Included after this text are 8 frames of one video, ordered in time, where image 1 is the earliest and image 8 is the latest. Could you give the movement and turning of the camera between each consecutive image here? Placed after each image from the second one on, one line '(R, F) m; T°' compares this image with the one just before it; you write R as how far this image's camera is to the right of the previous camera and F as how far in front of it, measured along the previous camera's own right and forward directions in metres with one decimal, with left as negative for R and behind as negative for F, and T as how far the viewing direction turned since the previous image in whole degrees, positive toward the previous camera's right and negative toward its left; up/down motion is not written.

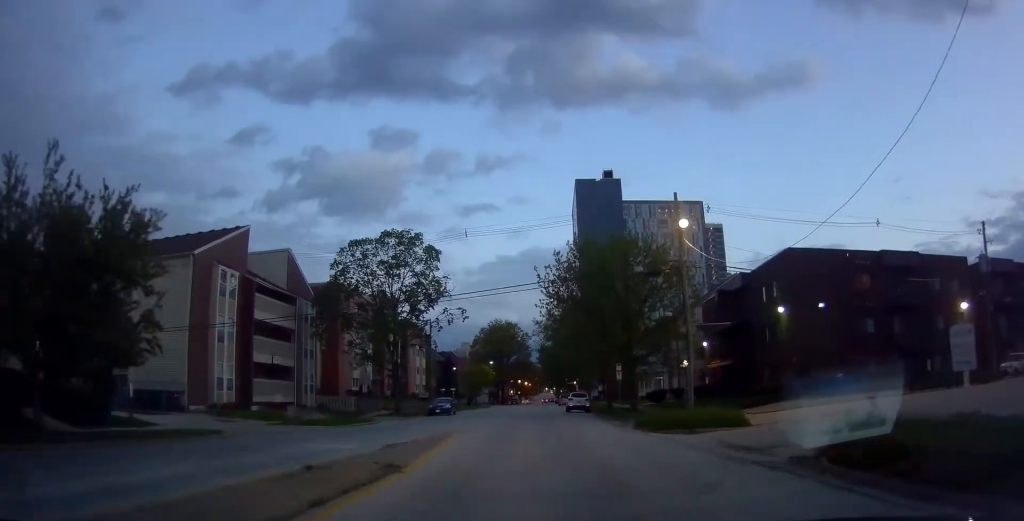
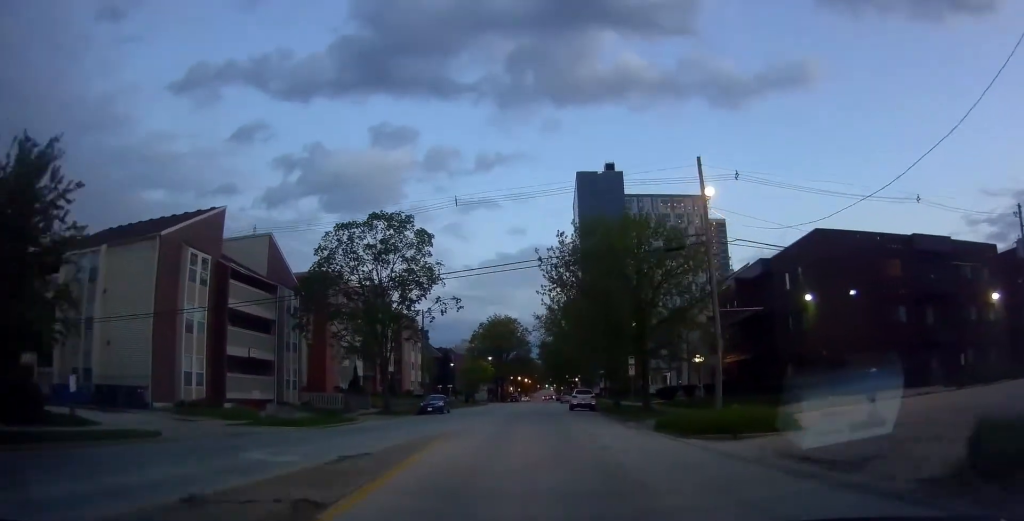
(+0.1, +4.1) m; +1°
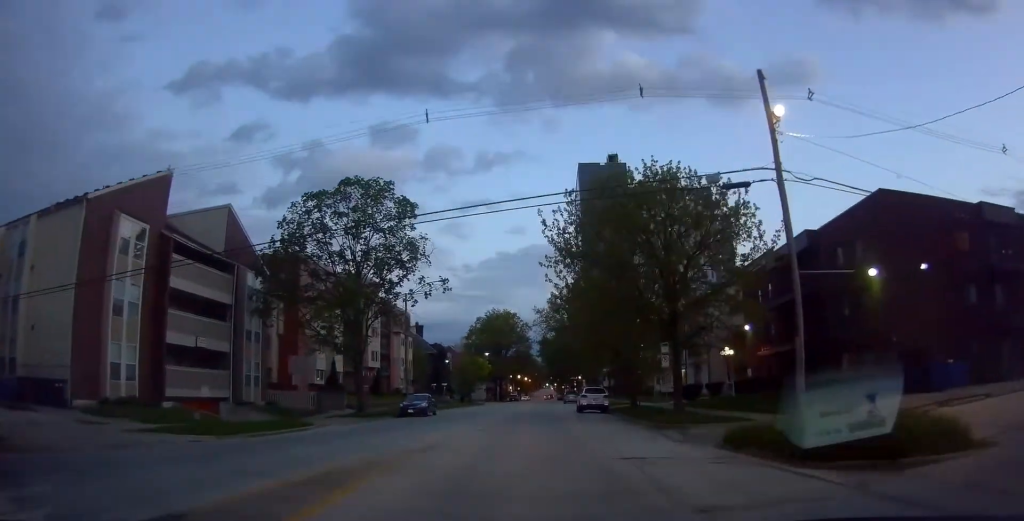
(0.0, +7.5) m; -3°
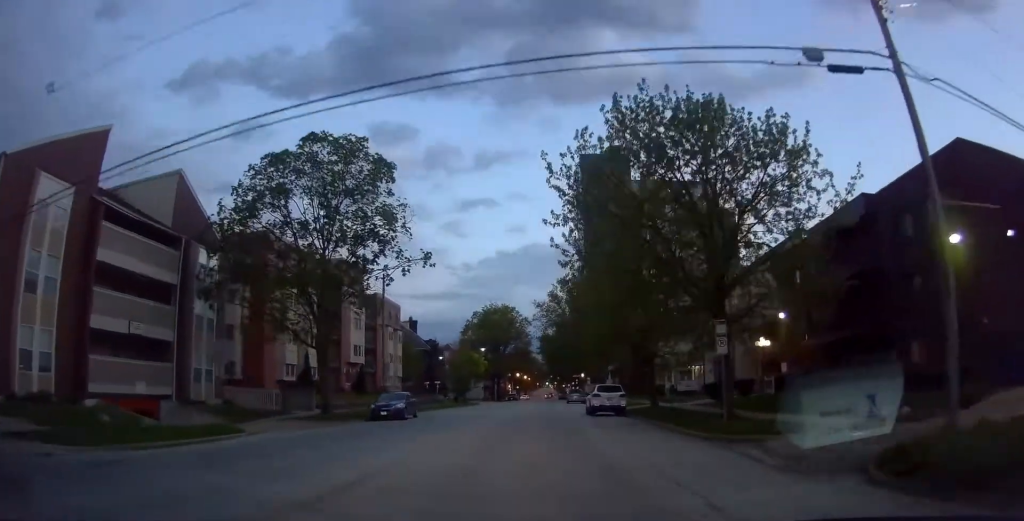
(-0.1, +6.6) m; -2°
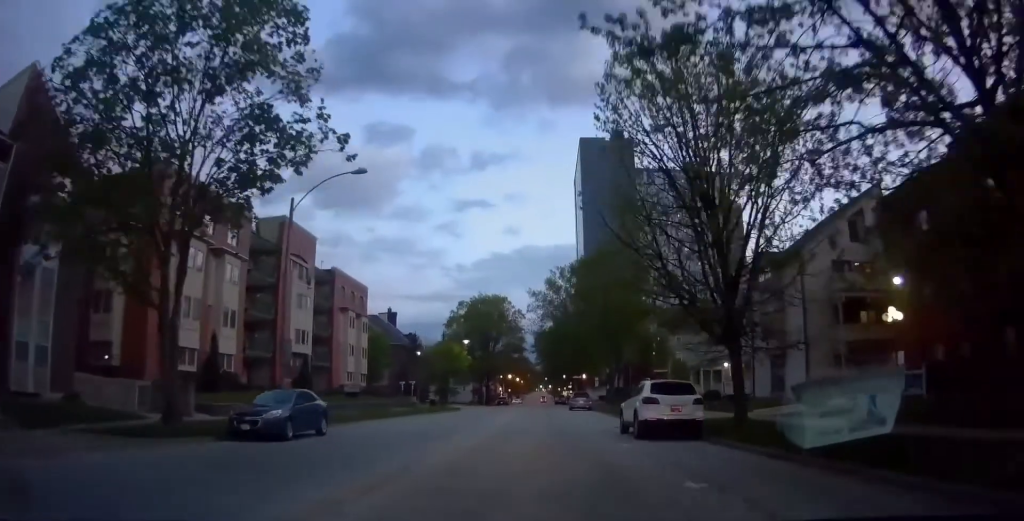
(-0.3, +14.8) m; +1°
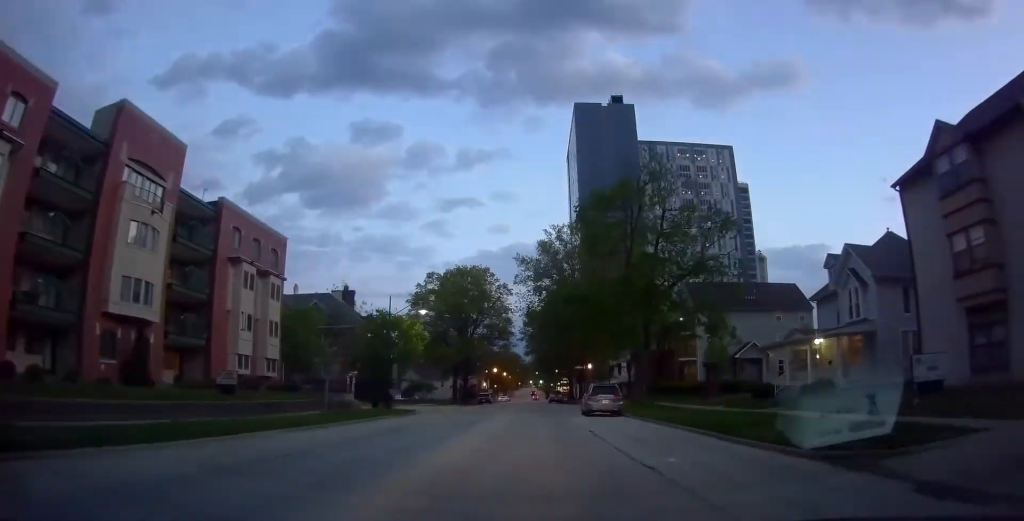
(+0.7, +21.6) m; +3°
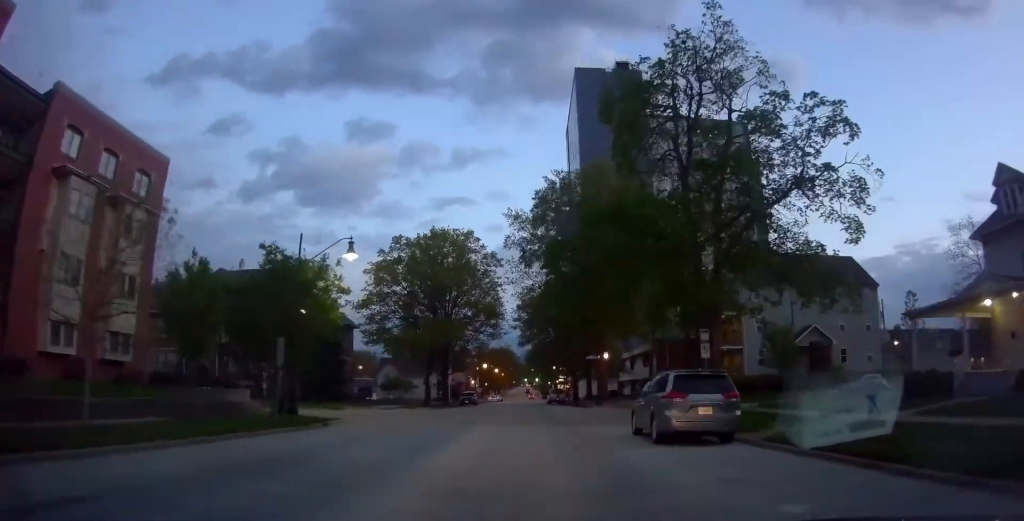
(+0.2, +17.8) m; +1°
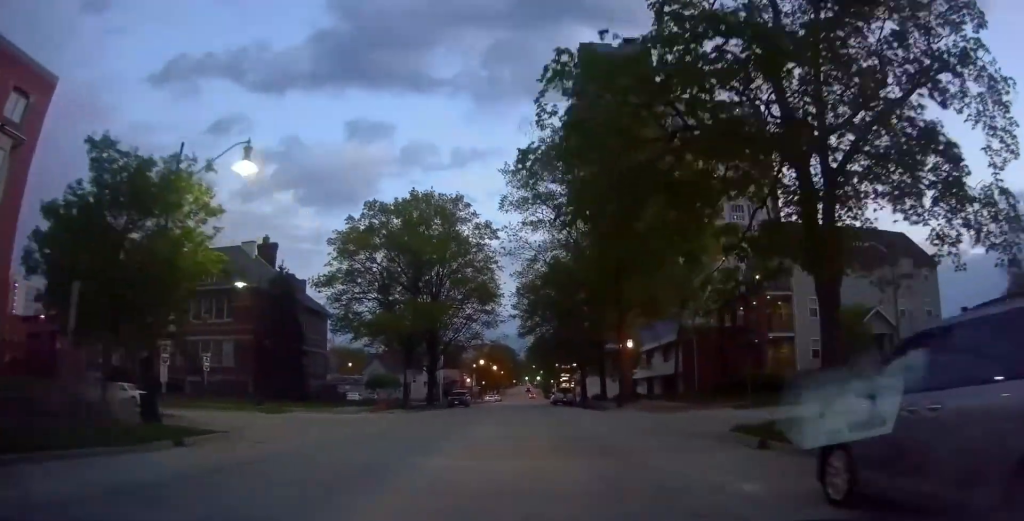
(0.0, +11.3) m; 0°
